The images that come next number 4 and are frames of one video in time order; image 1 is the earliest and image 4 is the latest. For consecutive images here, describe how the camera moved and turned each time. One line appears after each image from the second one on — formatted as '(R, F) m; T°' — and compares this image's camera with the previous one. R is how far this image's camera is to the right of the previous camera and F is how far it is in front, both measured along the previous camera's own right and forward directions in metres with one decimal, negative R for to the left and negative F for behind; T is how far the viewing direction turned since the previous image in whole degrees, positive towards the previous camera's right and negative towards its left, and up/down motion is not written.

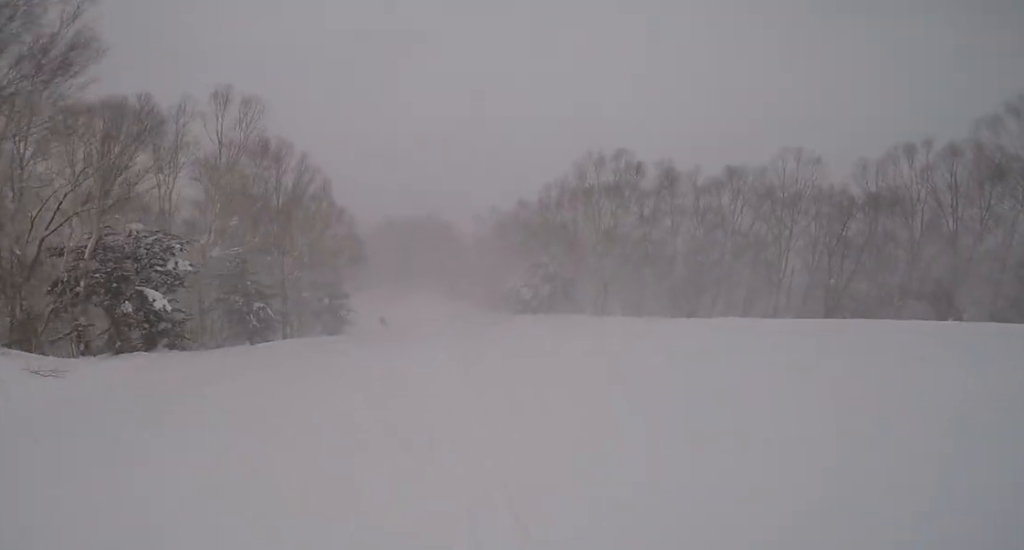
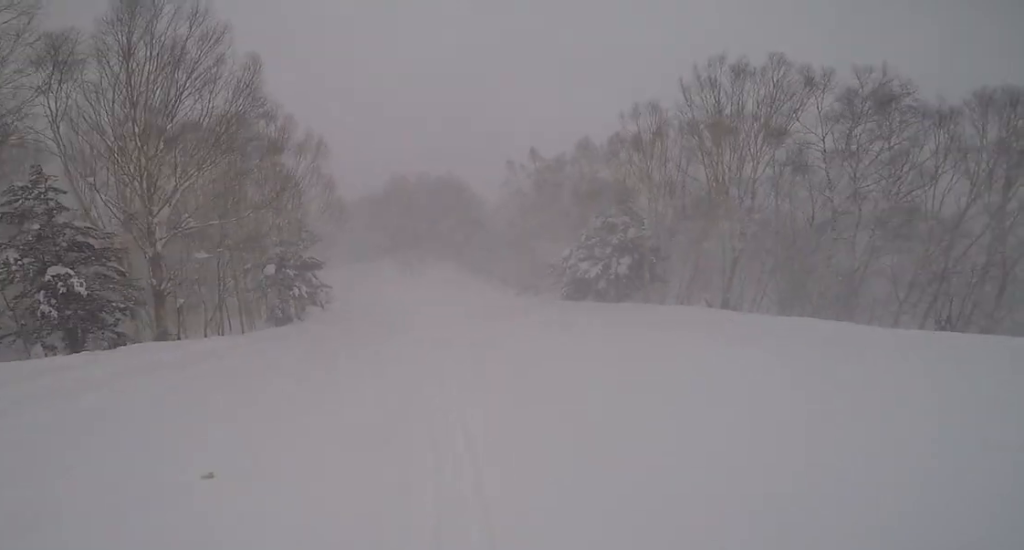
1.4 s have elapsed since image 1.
(+1.0, +14.8) m; +1°
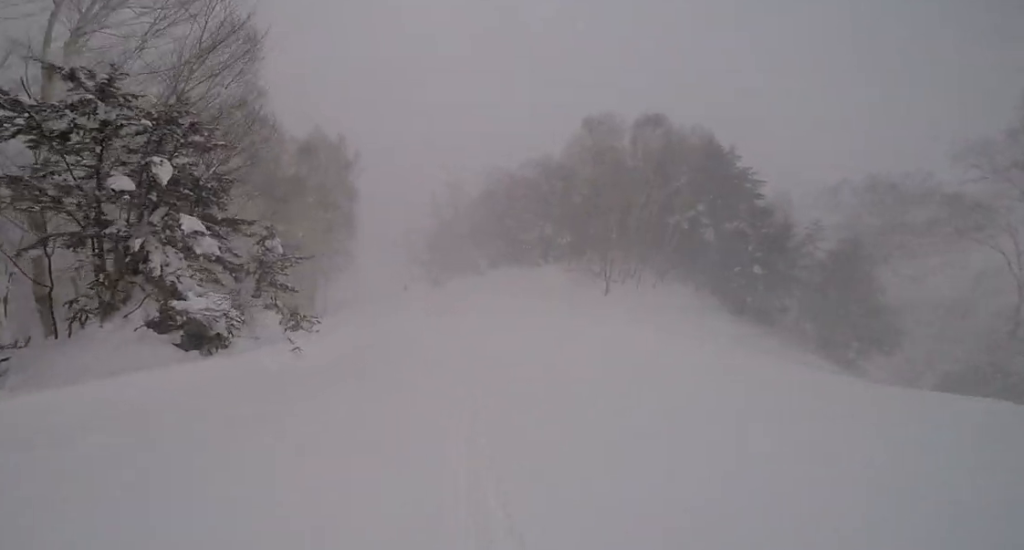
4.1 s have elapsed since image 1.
(-6.2, +28.9) m; -17°
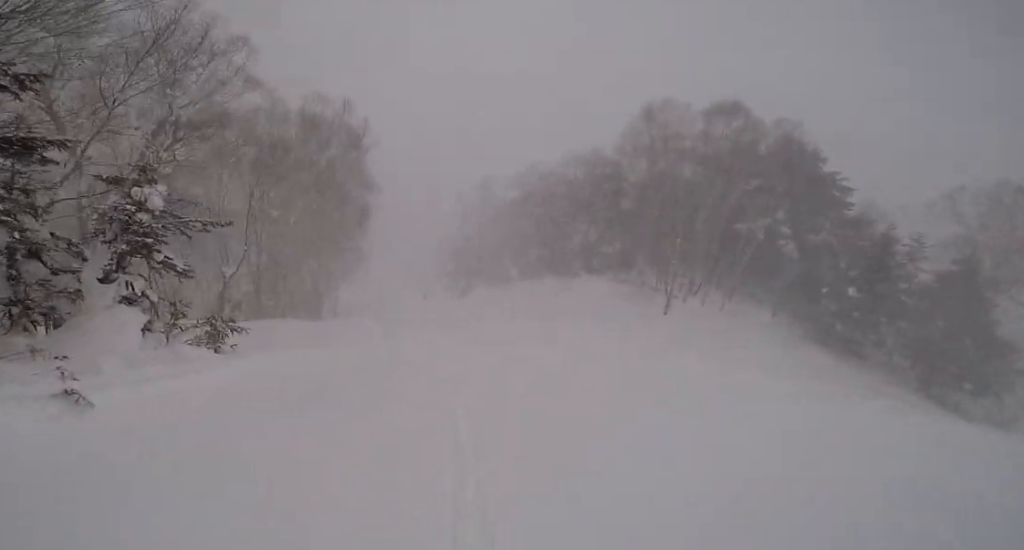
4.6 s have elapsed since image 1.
(-0.1, +5.3) m; -1°
